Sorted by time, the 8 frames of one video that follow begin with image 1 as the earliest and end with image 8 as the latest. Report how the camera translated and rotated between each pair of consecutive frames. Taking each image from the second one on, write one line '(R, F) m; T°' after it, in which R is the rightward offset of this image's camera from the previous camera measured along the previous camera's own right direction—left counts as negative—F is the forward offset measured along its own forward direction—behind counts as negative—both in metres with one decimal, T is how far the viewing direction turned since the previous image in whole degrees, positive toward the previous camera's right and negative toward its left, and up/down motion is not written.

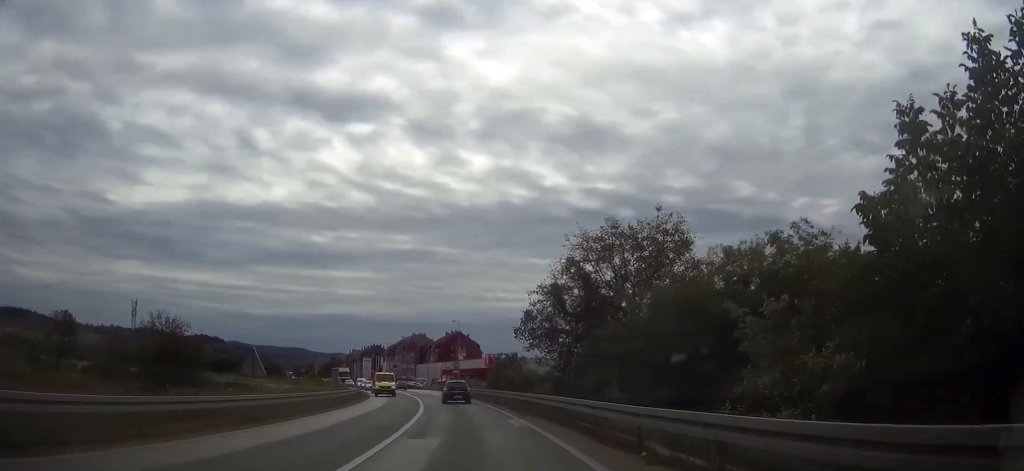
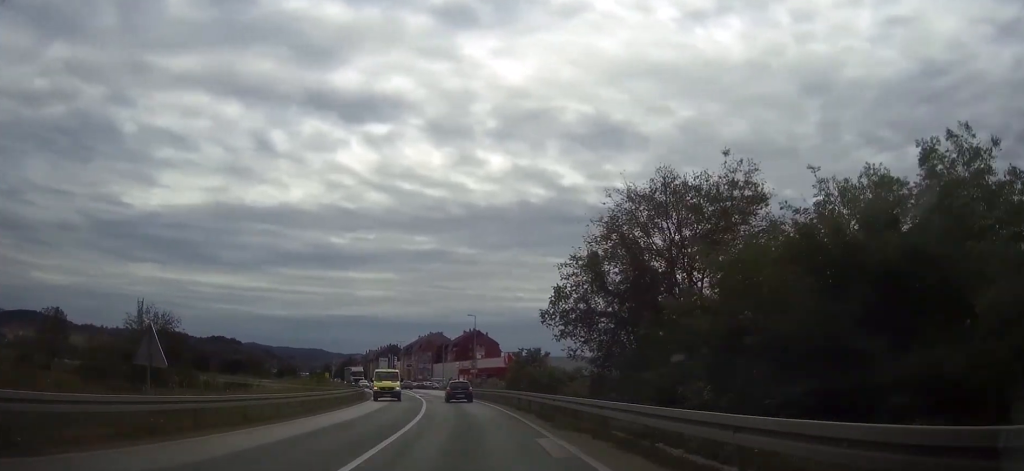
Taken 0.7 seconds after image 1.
(0.0, +8.4) m; -1°
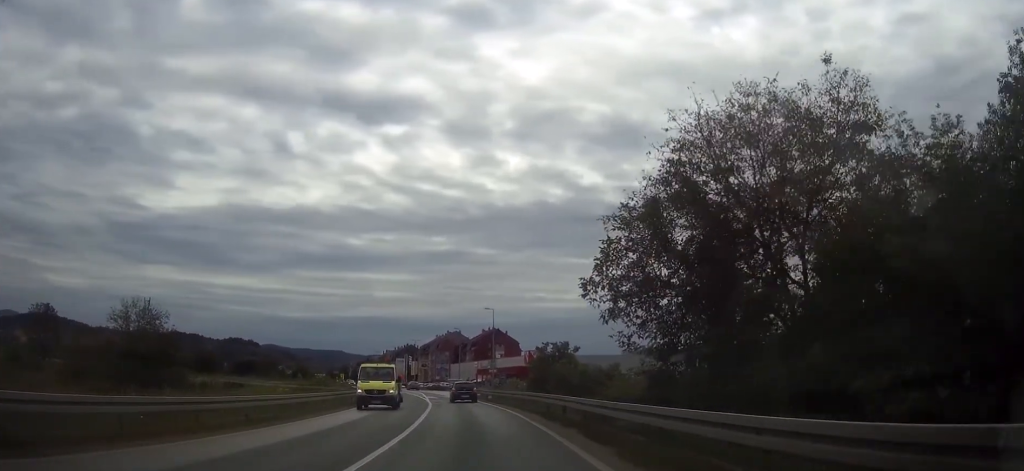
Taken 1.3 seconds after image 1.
(-0.1, +8.2) m; -1°
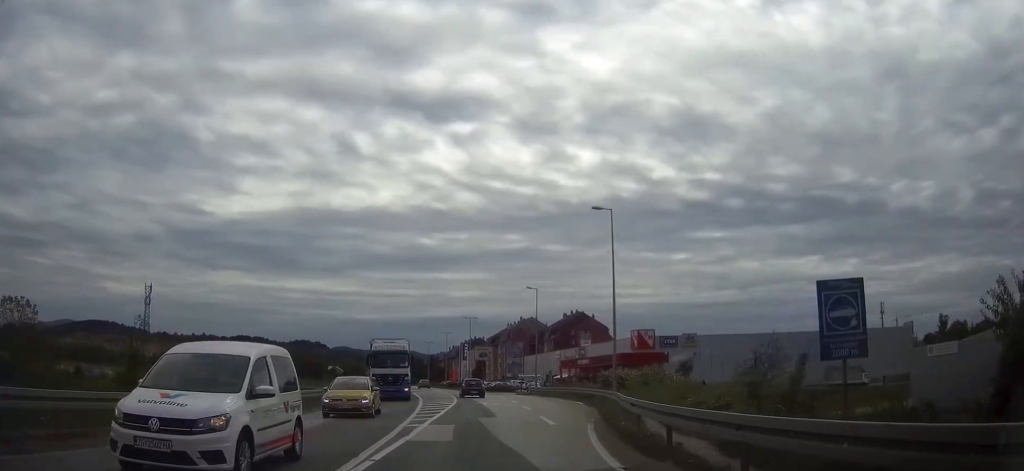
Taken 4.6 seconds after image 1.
(-3.4, +46.2) m; -7°
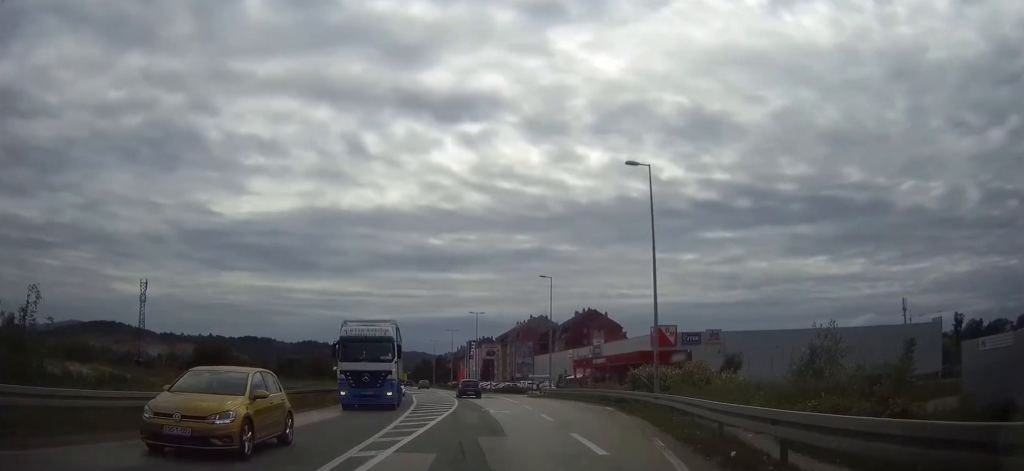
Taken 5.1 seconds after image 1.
(0.0, +7.9) m; -1°
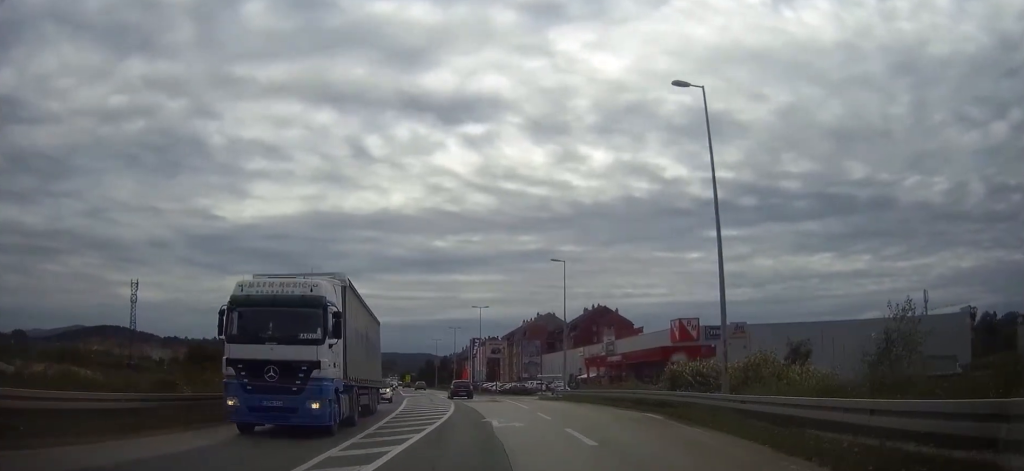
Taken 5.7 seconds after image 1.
(0.0, +8.3) m; -1°
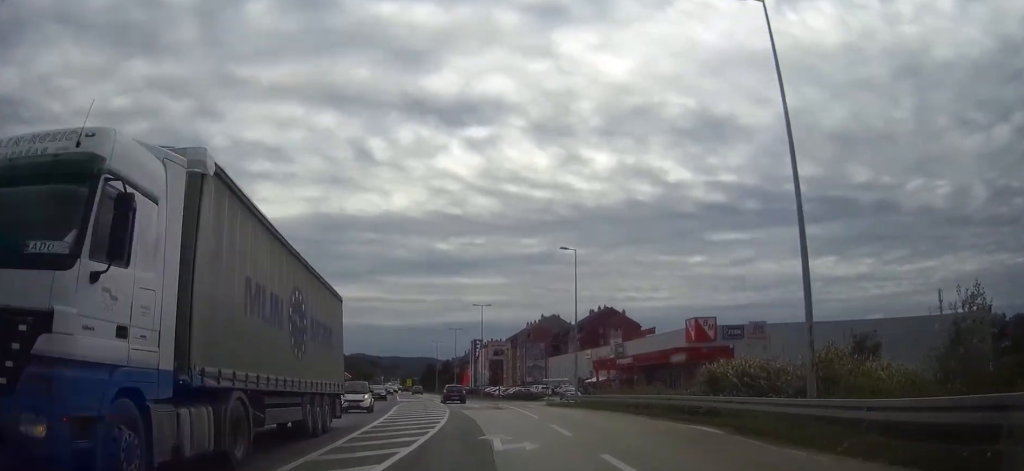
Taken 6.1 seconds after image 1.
(-0.1, +5.9) m; -1°
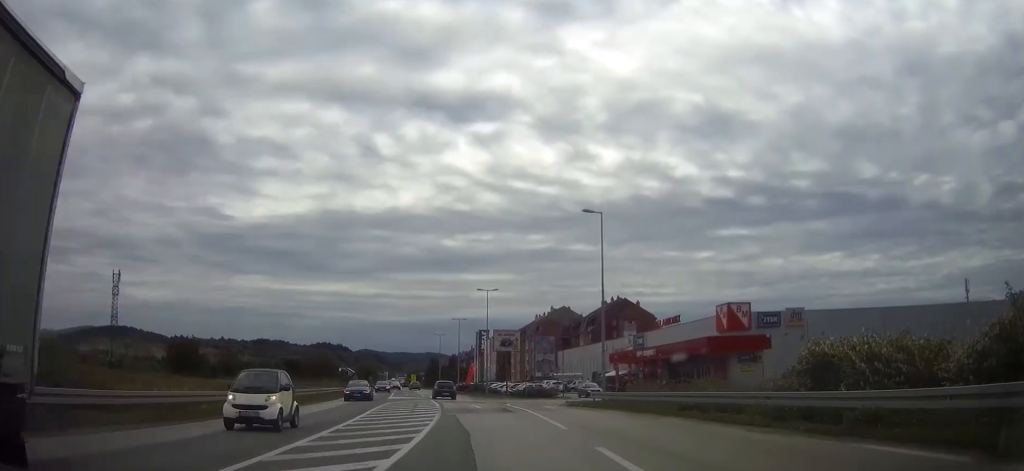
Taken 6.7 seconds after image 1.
(-0.1, +9.2) m; -1°
